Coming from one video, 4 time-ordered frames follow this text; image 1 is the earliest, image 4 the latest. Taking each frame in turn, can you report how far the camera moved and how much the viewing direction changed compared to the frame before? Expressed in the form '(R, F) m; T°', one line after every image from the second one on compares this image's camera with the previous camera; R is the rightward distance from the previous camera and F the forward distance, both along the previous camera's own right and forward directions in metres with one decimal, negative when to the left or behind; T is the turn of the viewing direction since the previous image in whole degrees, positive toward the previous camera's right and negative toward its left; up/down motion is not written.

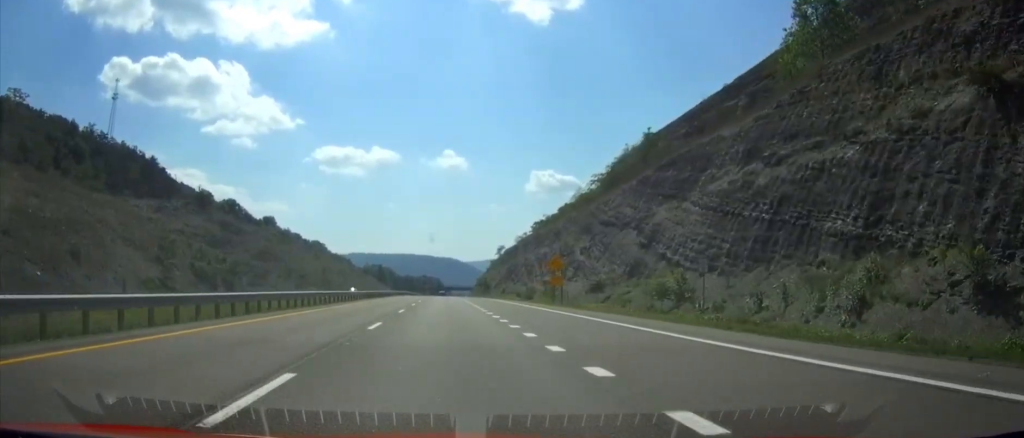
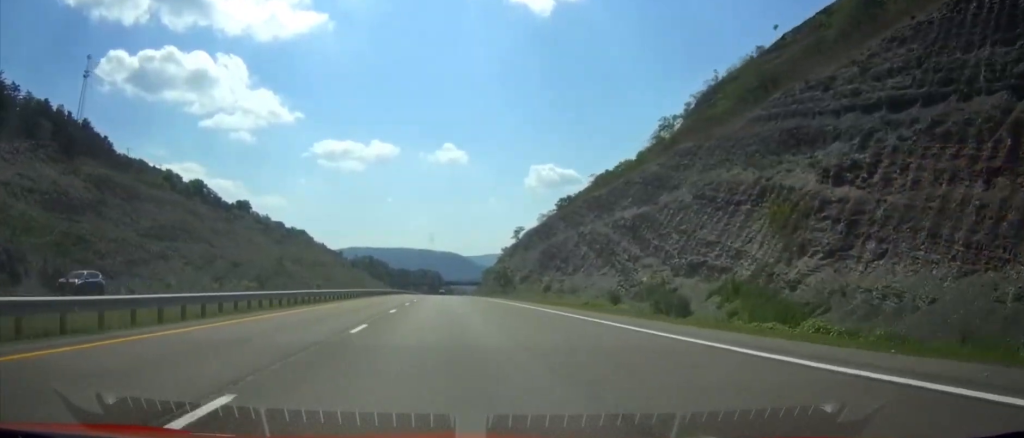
(0.0, +63.1) m; 0°
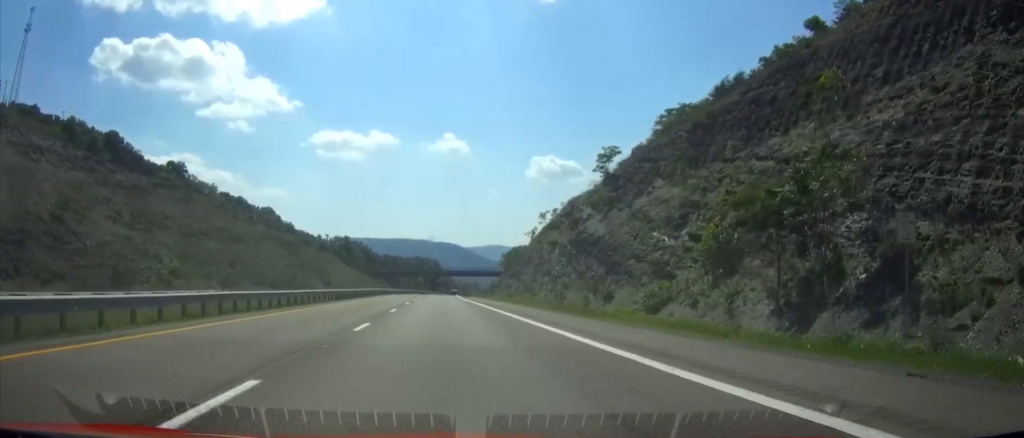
(+0.2, +110.1) m; 0°
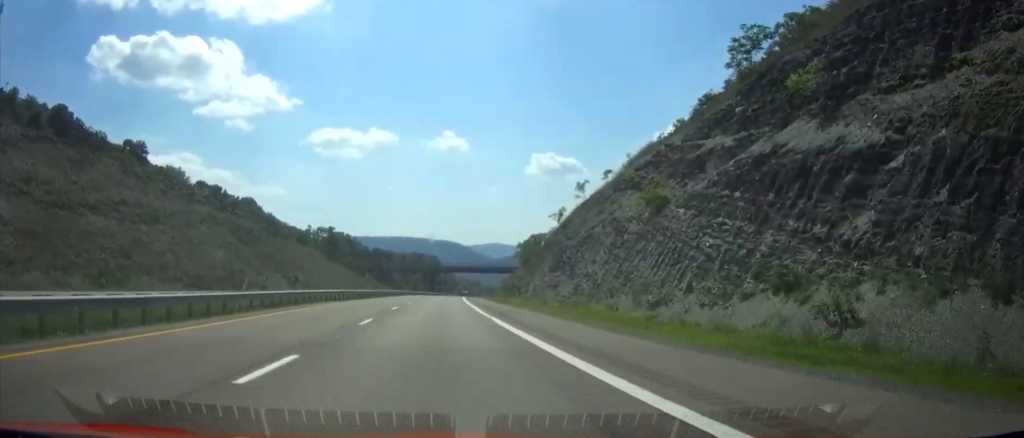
(0.0, +46.1) m; 0°
